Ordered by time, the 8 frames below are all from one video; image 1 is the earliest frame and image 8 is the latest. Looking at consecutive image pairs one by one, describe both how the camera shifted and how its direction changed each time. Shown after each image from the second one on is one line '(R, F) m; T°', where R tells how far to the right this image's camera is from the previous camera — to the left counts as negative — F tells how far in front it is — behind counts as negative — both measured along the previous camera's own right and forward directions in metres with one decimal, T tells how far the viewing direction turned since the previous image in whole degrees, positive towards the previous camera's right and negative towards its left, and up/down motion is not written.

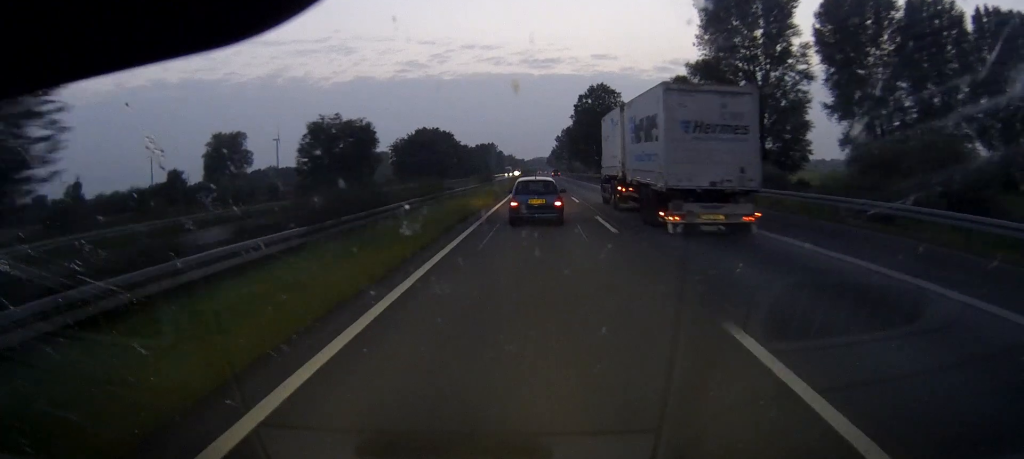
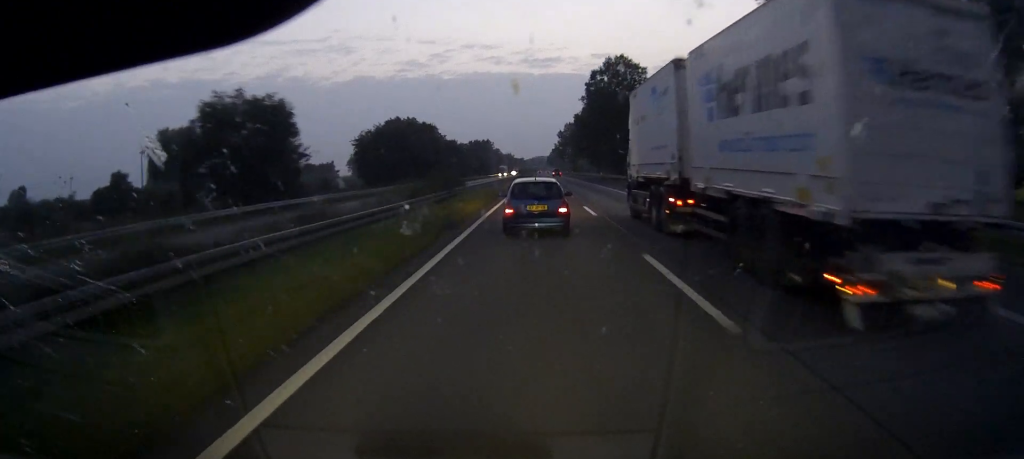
(-0.2, +29.4) m; 0°
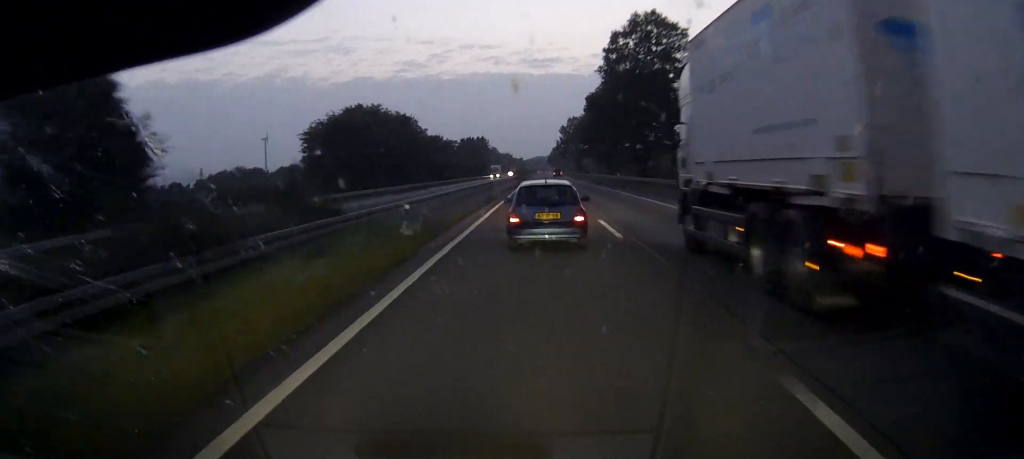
(0.0, +26.6) m; 0°
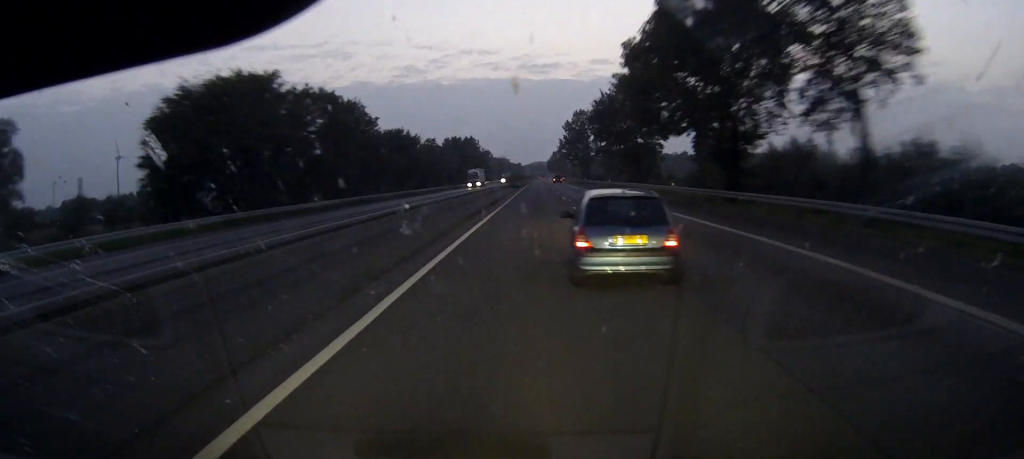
(+0.2, +40.0) m; +1°
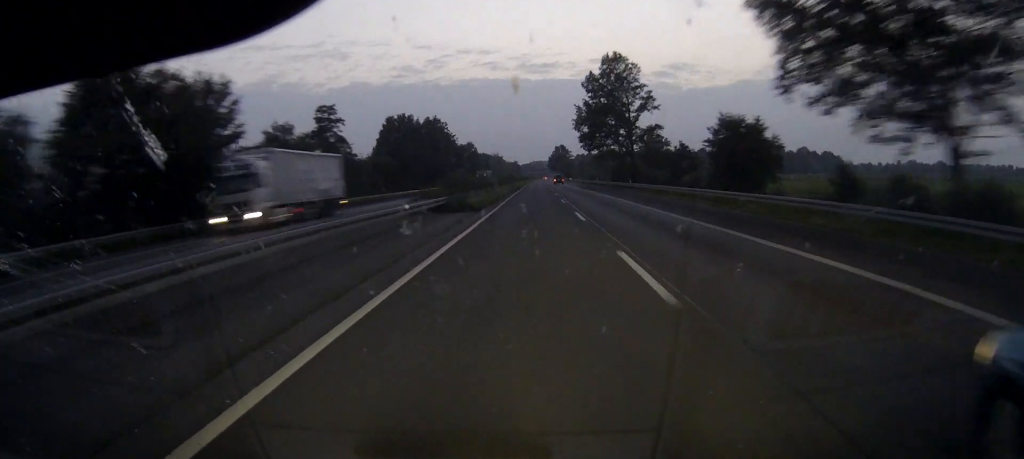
(+0.3, +77.8) m; 0°
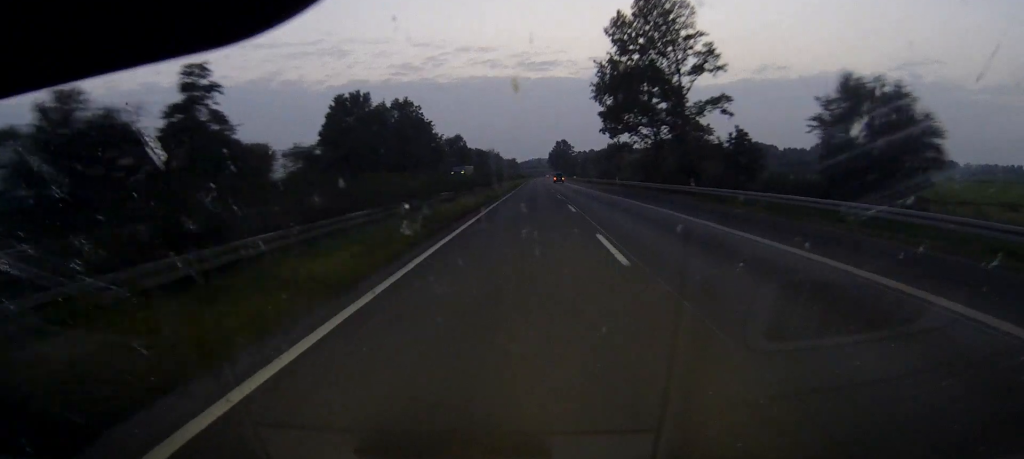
(0.0, +32.8) m; 0°
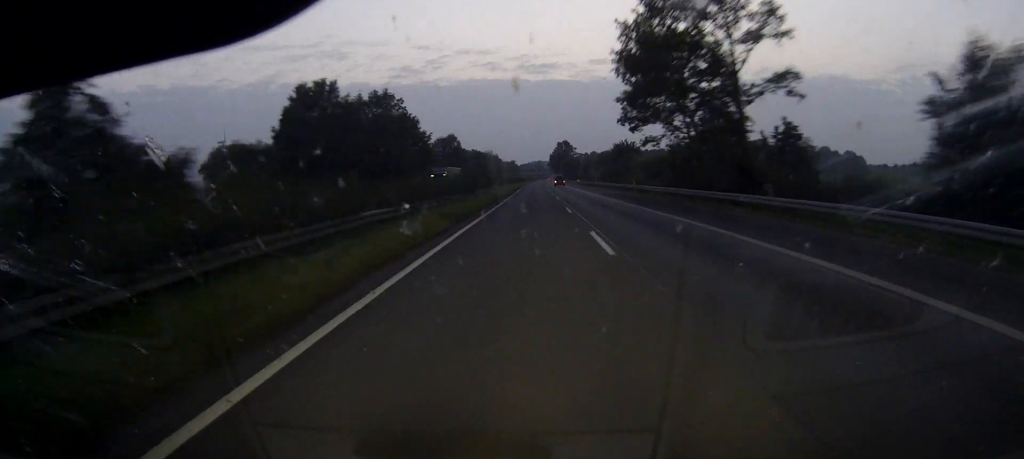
(0.0, +16.0) m; 0°
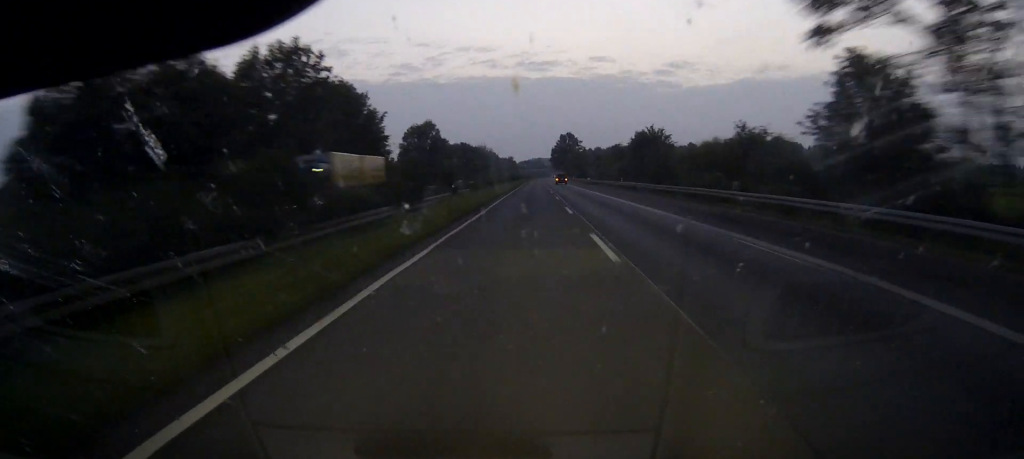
(0.0, +39.3) m; 0°
